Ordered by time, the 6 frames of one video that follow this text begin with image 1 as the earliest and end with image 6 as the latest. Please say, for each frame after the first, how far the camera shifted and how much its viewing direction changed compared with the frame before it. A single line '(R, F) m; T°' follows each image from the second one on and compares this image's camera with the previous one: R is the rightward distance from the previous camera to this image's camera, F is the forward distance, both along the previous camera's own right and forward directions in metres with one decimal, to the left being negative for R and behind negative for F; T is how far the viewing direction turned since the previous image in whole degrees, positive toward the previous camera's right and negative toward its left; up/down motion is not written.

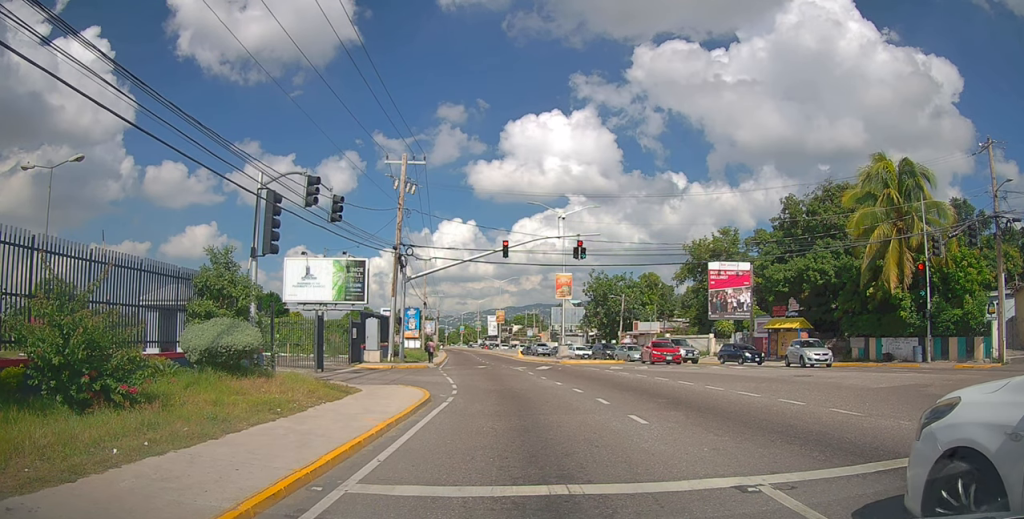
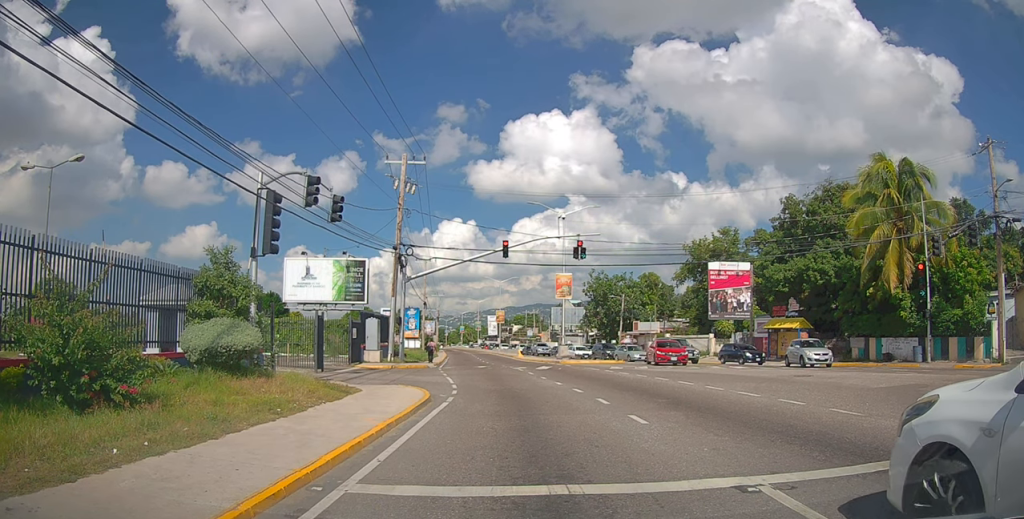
(0.0, 0.0) m; 0°
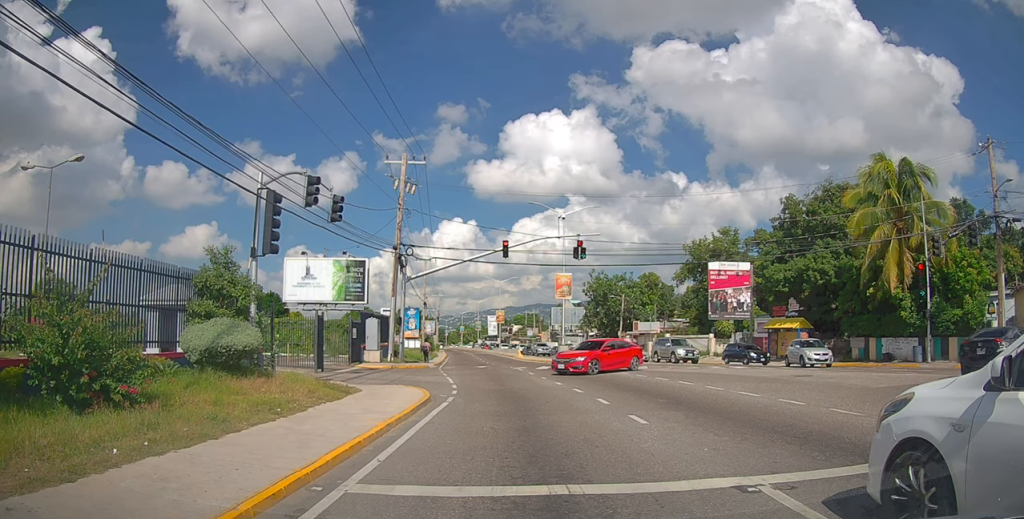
(0.0, 0.0) m; 0°
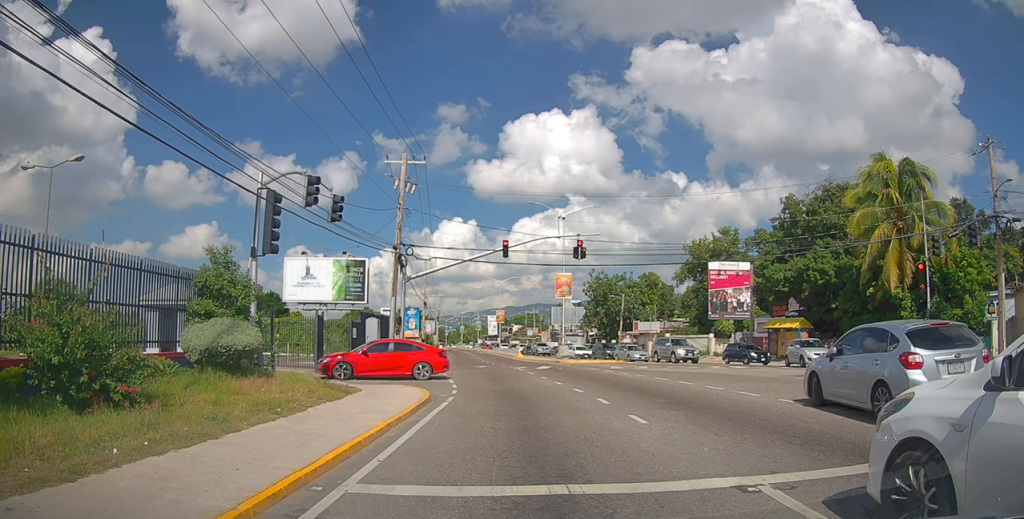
(0.0, 0.0) m; 0°
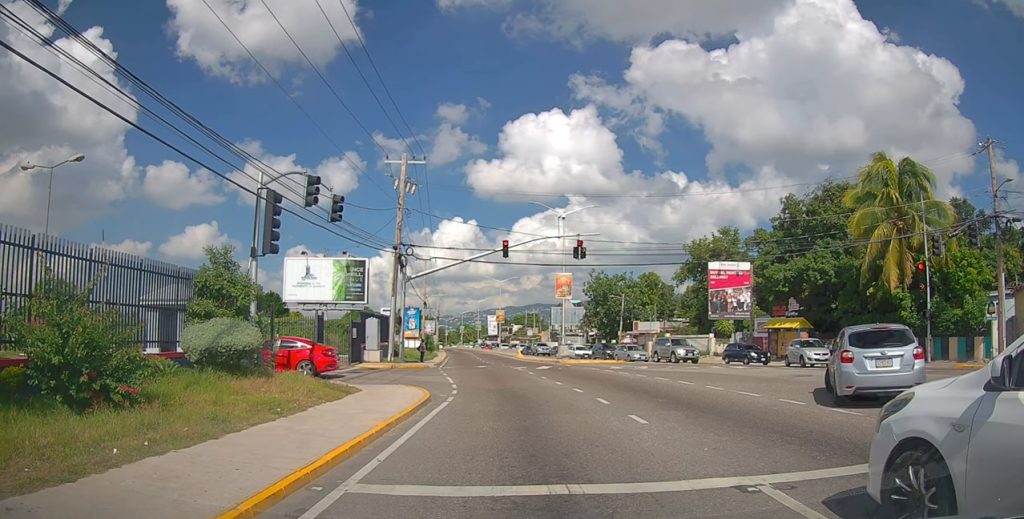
(0.0, 0.0) m; 0°
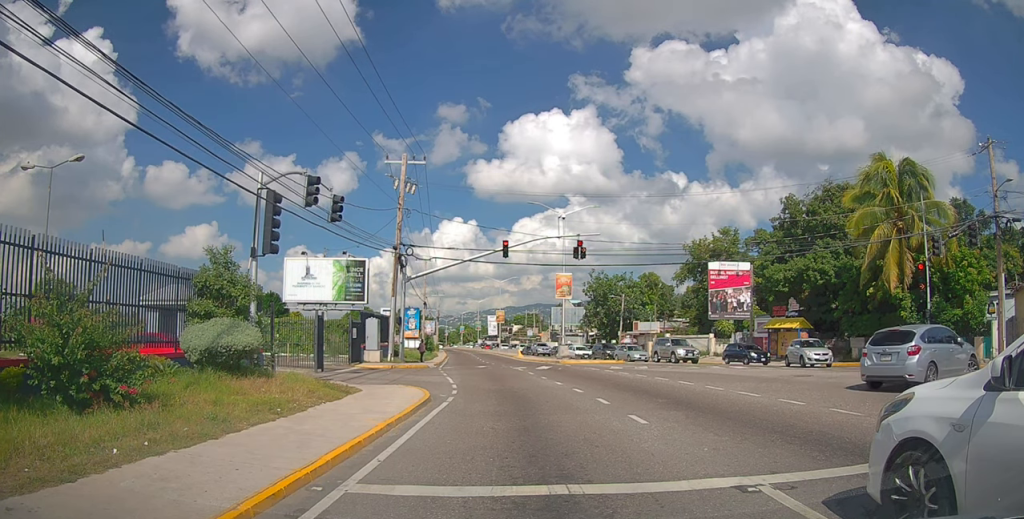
(0.0, 0.0) m; 0°
